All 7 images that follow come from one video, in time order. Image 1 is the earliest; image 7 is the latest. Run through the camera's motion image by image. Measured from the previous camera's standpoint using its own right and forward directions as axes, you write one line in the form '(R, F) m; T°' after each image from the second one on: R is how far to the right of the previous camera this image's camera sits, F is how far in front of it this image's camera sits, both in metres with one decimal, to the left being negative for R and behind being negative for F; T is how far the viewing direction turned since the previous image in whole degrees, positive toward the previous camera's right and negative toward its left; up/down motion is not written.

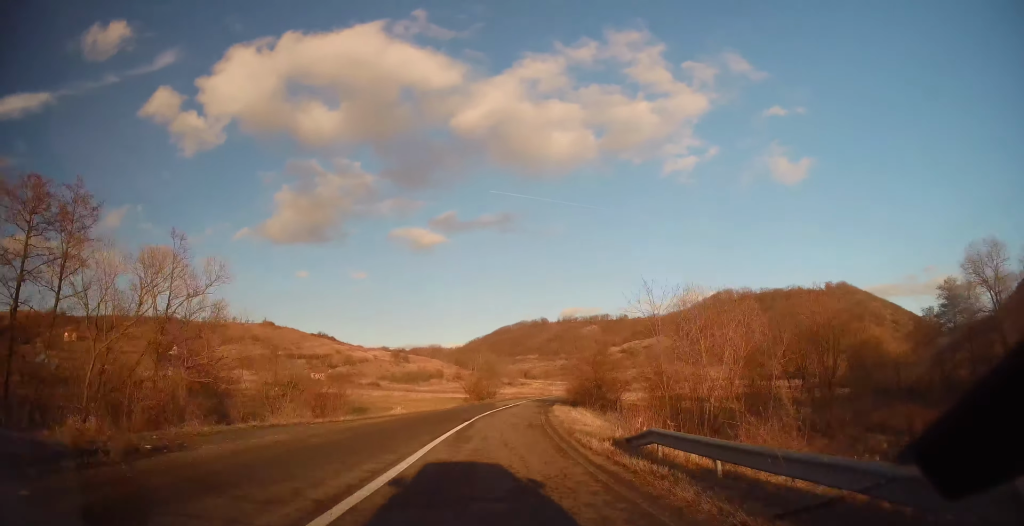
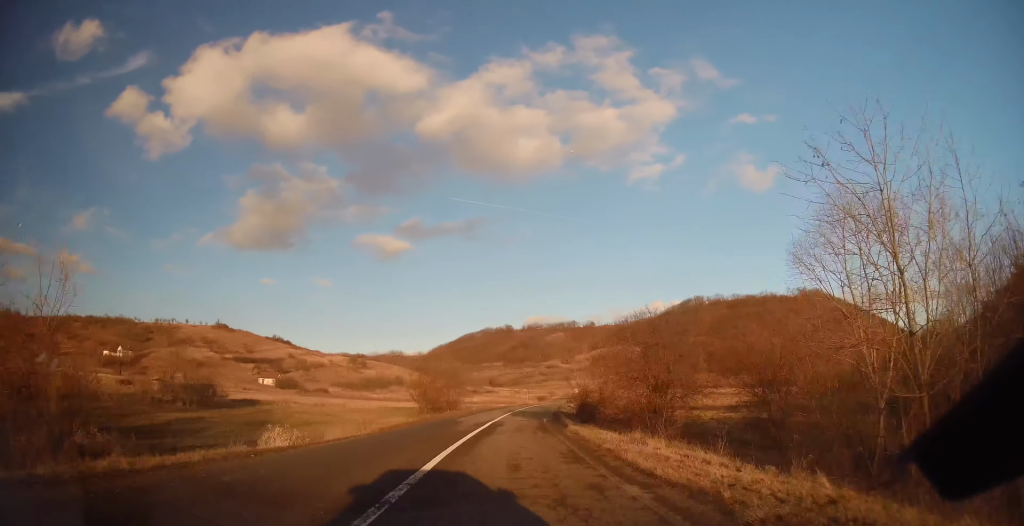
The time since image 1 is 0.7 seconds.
(+0.4, +19.1) m; +3°
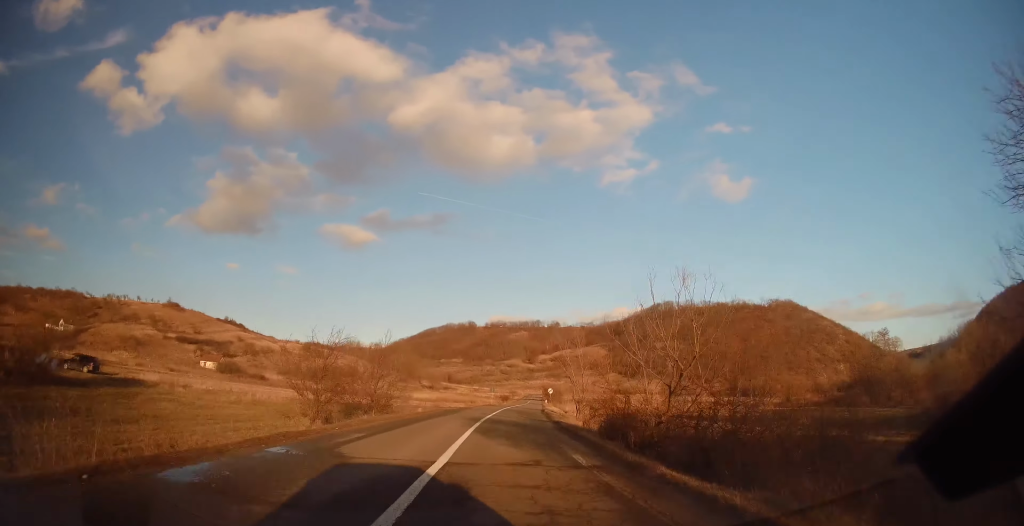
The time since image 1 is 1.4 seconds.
(+0.2, +18.3) m; +4°
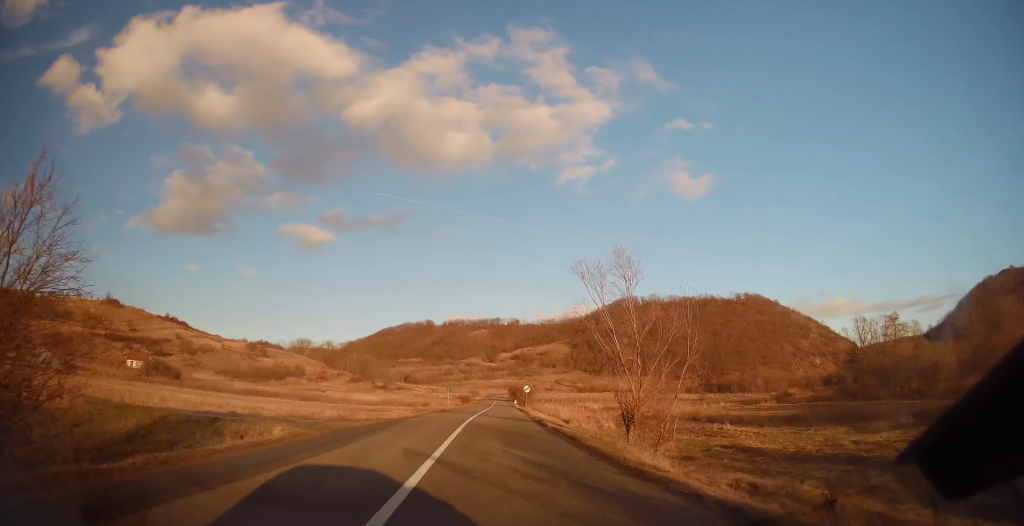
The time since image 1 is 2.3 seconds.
(+1.5, +22.8) m; +4°
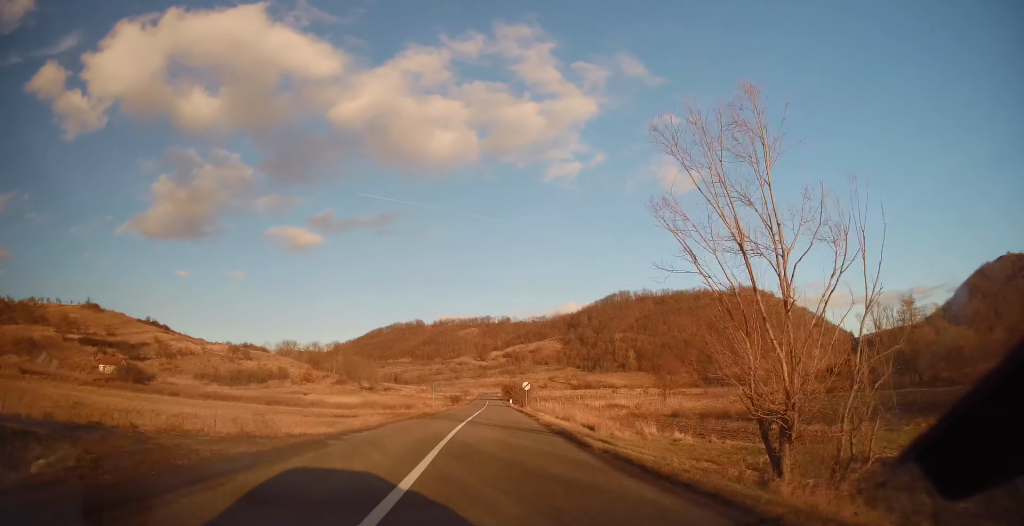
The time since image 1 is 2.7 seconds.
(0.0, +10.6) m; +1°
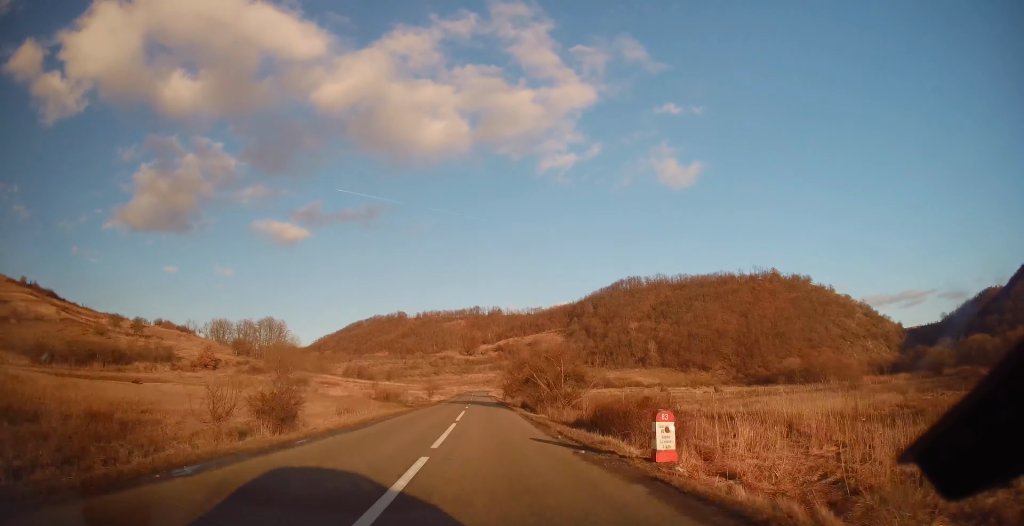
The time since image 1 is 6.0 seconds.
(+2.4, +87.4) m; +2°
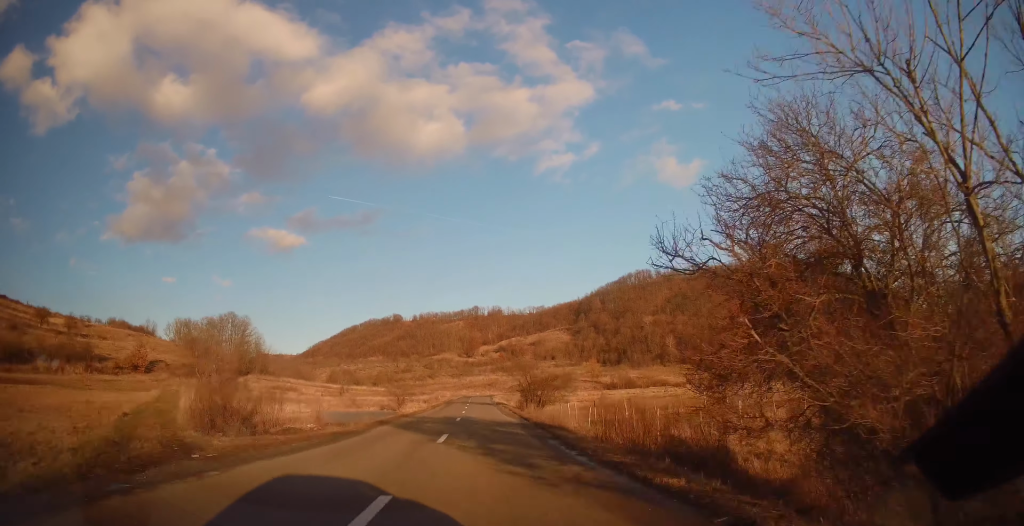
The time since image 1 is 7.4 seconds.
(-0.2, +36.7) m; -1°
